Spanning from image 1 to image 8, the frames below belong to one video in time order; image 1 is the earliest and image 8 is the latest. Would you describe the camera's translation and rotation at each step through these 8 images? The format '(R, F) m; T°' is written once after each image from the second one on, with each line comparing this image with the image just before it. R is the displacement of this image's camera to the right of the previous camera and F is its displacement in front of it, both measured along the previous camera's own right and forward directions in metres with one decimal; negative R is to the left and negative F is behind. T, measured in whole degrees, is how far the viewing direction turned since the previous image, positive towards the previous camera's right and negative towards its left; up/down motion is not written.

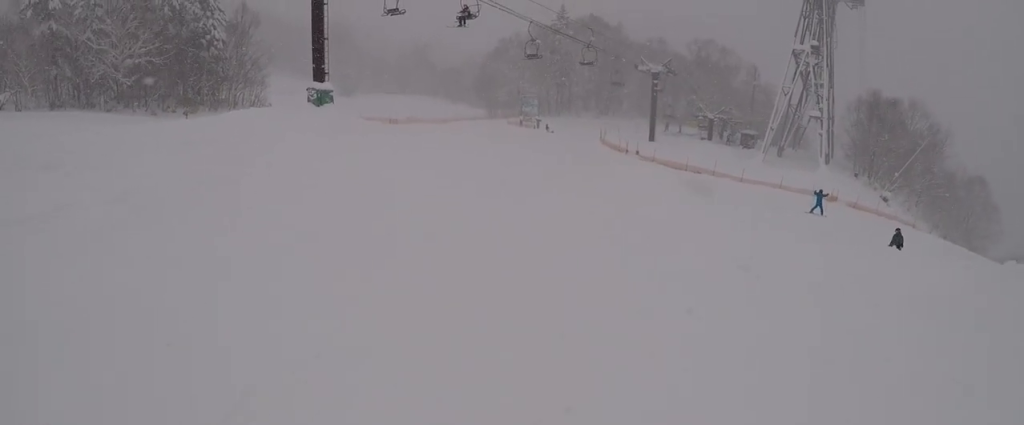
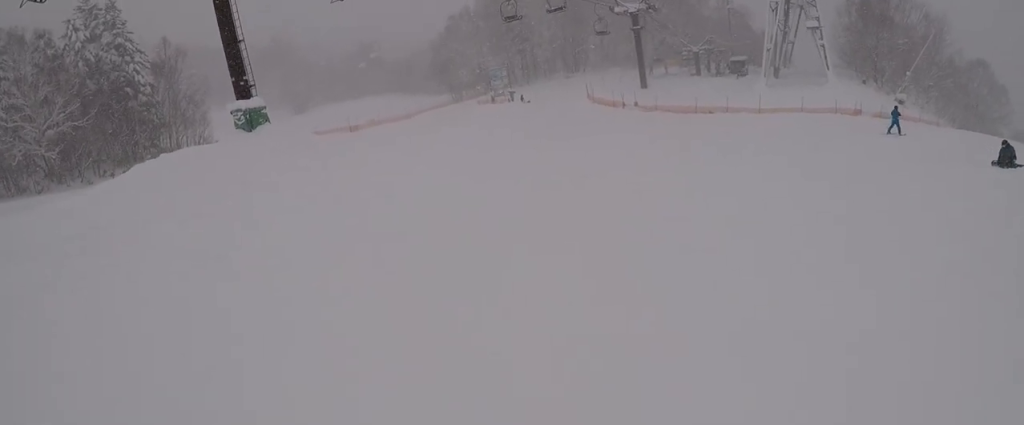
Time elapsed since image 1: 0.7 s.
(+1.0, +7.0) m; -2°
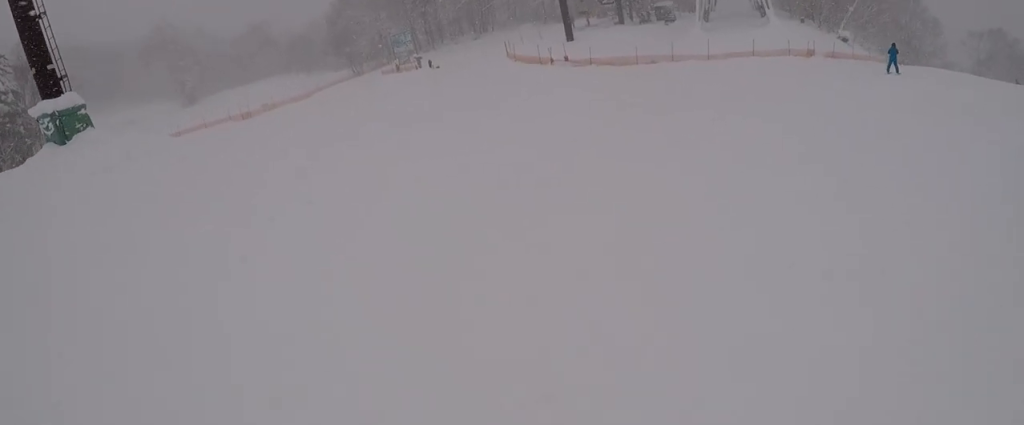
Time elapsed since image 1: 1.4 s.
(-0.9, +6.3) m; -1°
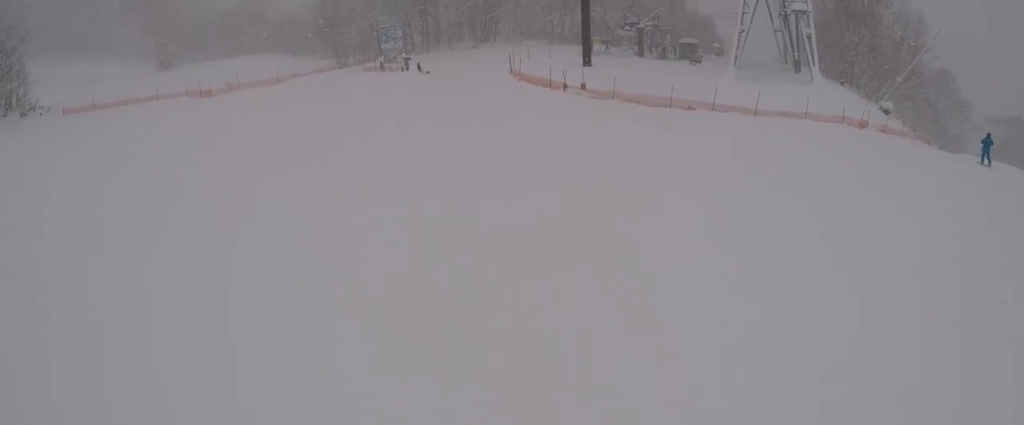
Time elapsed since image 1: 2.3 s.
(+0.1, +8.3) m; +5°
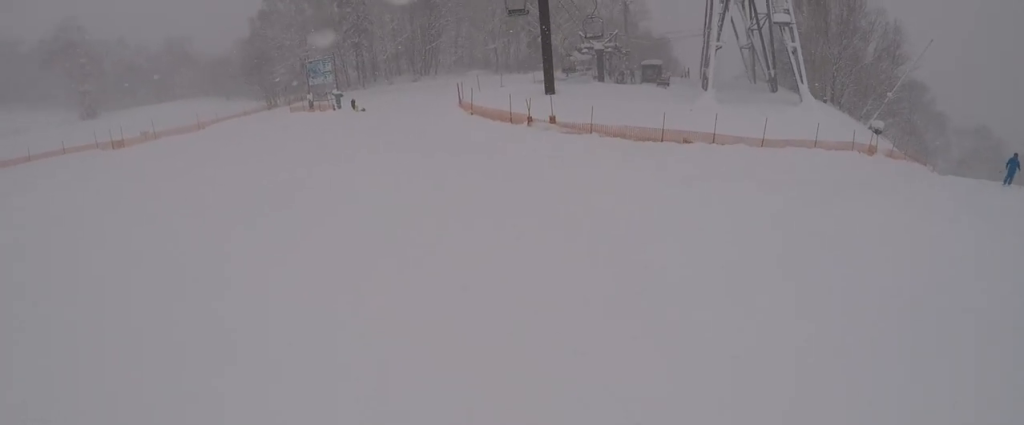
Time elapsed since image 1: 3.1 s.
(+0.6, +6.6) m; +4°
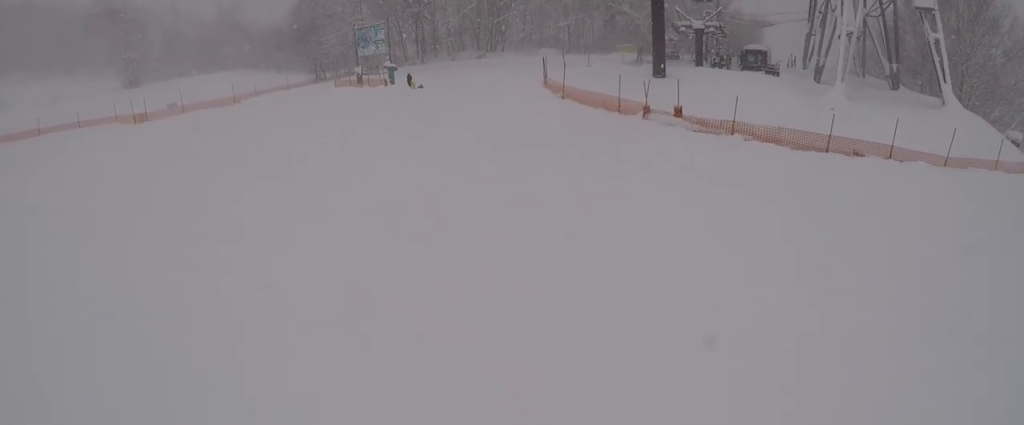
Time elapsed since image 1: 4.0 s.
(-0.2, +7.2) m; -2°
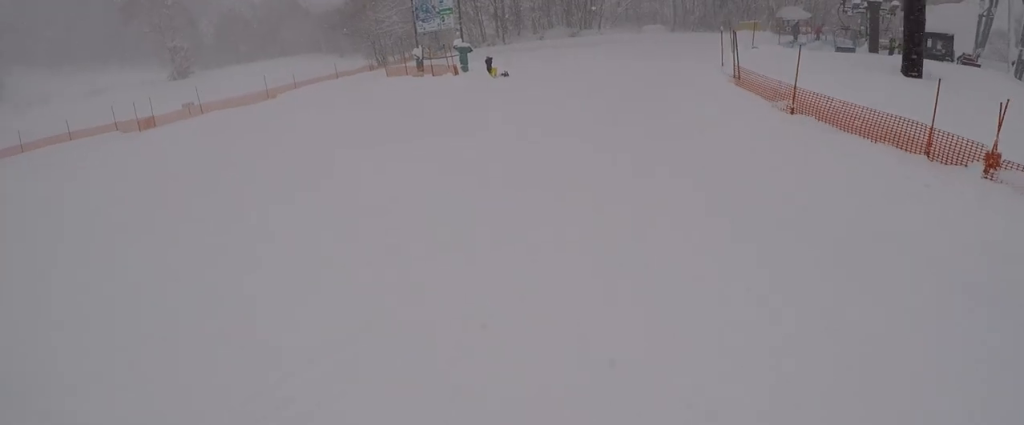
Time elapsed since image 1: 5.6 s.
(0.0, +11.3) m; -3°
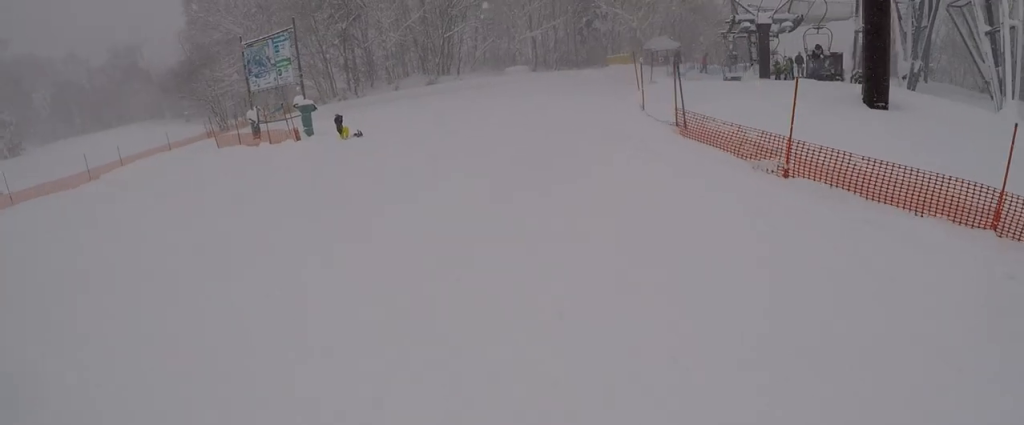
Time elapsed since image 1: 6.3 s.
(-0.2, +4.6) m; +5°
